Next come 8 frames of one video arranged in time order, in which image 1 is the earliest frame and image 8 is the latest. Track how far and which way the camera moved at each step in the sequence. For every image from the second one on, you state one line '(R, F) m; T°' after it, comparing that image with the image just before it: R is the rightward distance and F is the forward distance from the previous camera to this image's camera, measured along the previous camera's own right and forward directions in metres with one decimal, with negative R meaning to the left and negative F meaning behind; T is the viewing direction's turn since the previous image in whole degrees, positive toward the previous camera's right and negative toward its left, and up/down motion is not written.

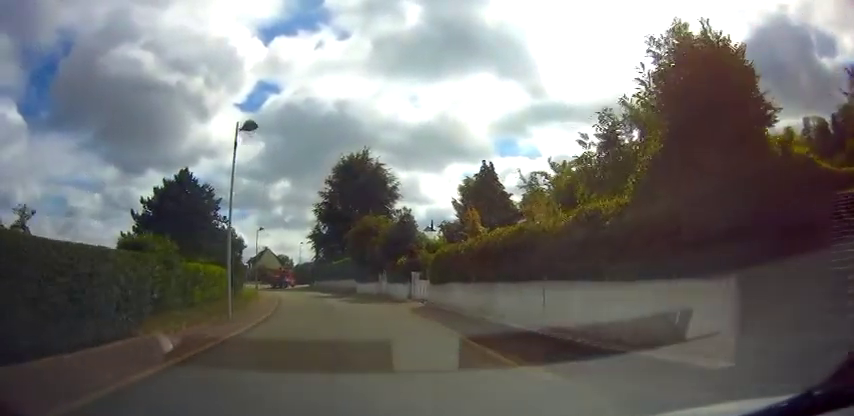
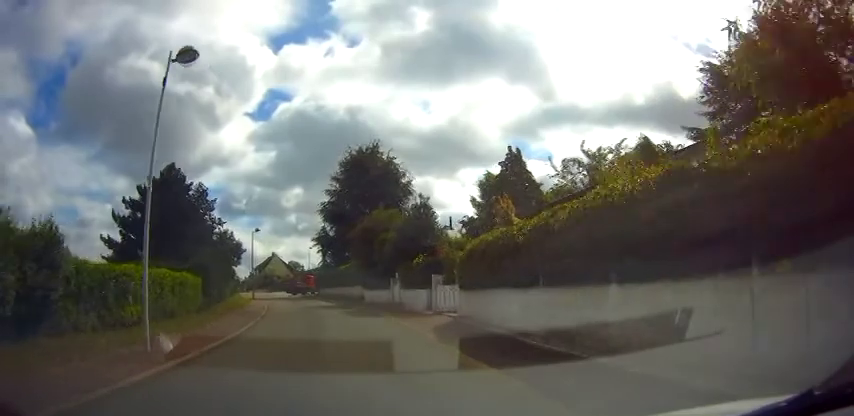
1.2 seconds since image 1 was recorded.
(+0.1, +5.7) m; +1°
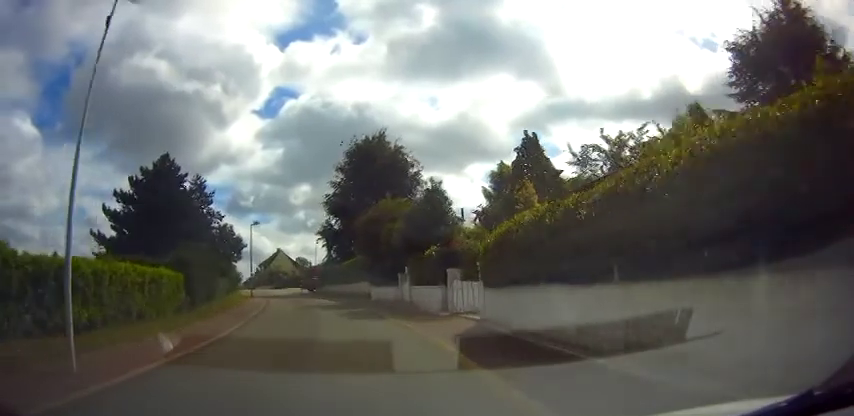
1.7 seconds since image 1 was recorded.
(0.0, +2.7) m; -1°
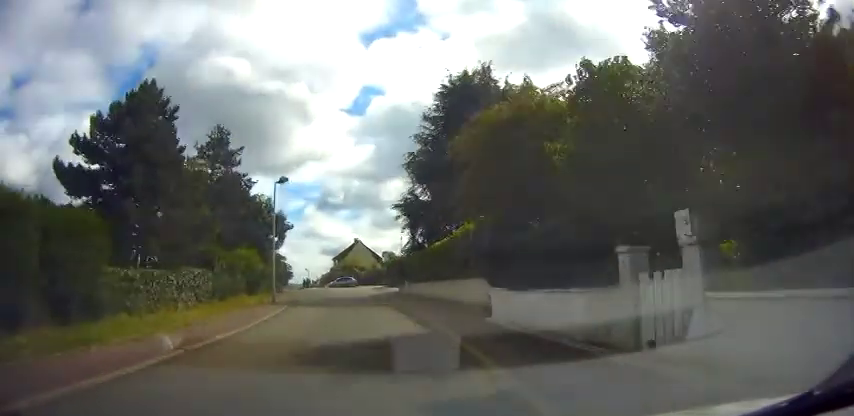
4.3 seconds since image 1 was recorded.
(-2.0, +16.2) m; -12°
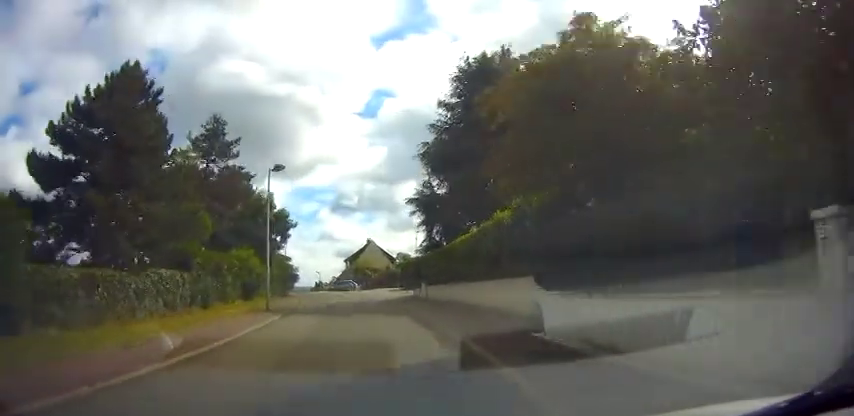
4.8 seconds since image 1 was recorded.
(0.0, +3.5) m; -1°
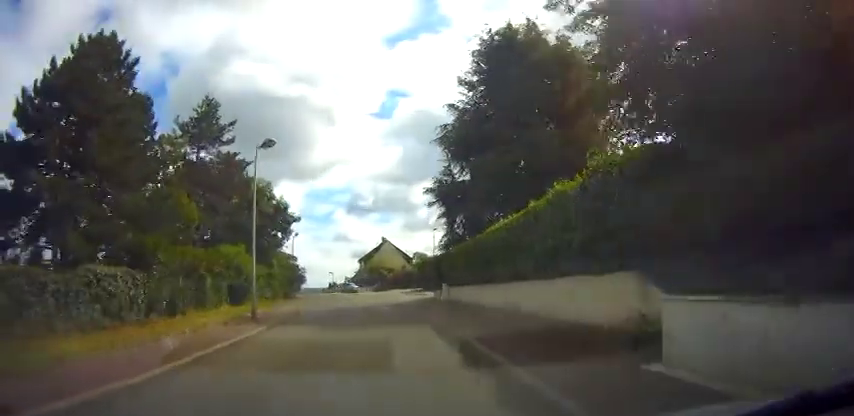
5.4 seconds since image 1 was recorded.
(+0.1, +4.0) m; -2°
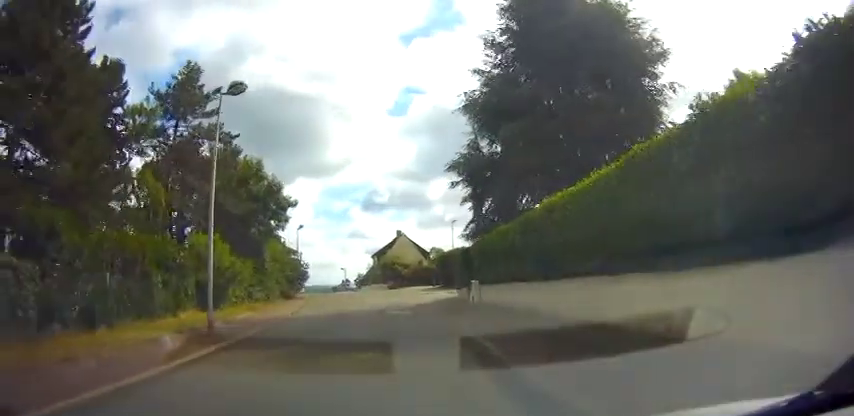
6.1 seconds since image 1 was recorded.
(-0.3, +5.1) m; -3°
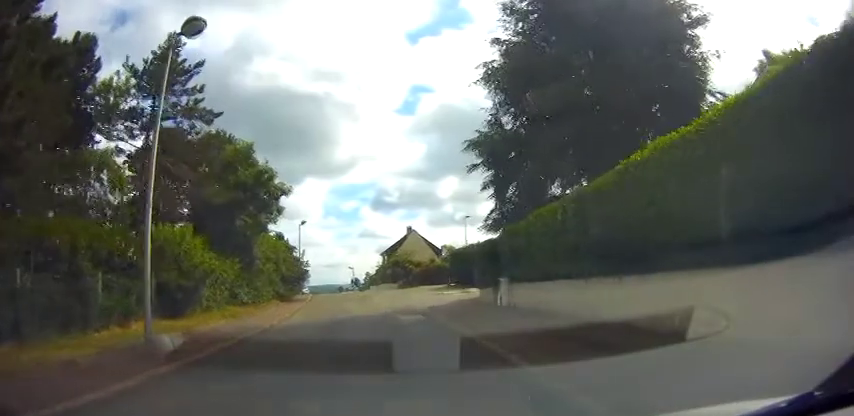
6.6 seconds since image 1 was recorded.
(-0.1, +3.7) m; -2°
